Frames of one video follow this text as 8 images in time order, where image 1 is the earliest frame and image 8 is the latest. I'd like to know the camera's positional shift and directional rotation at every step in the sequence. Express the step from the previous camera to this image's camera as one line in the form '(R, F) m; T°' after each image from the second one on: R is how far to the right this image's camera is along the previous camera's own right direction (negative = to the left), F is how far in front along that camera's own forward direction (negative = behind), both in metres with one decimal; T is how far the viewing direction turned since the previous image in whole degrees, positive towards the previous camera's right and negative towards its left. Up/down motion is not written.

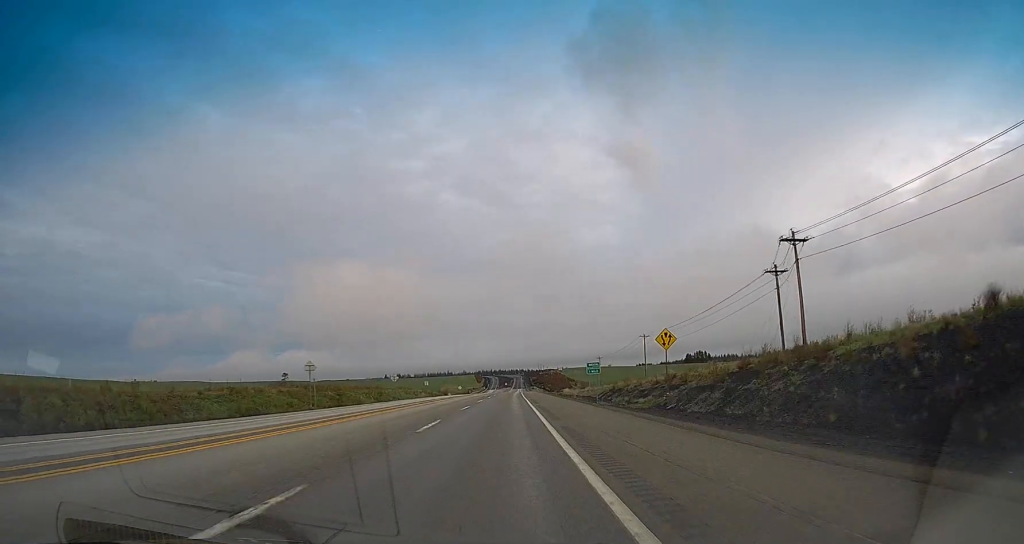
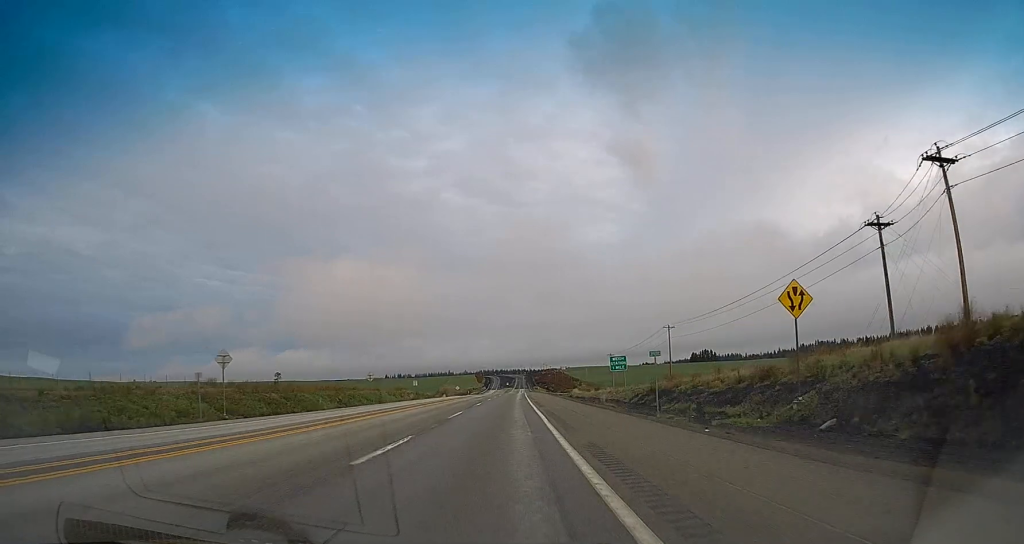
(-0.1, +22.6) m; 0°
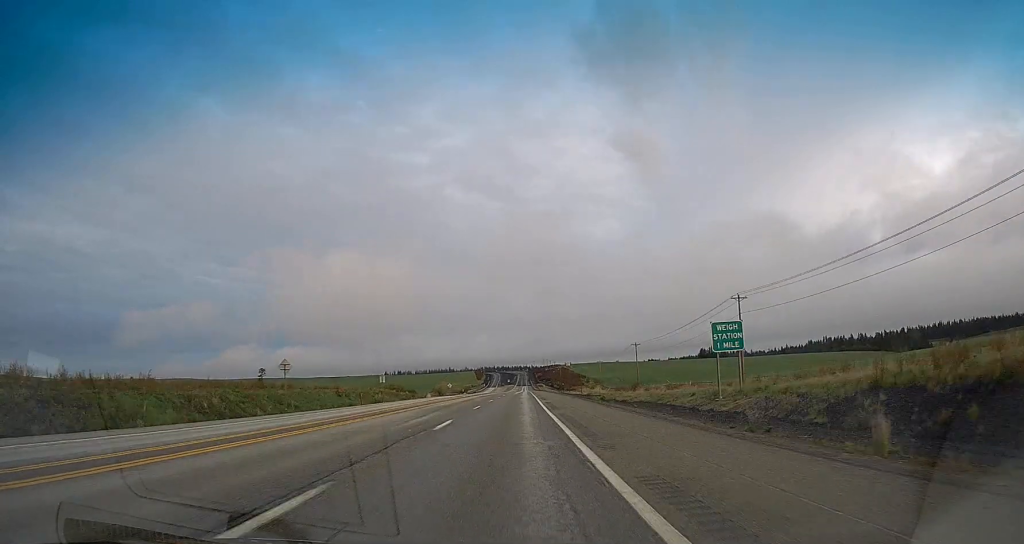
(+0.5, +40.4) m; 0°
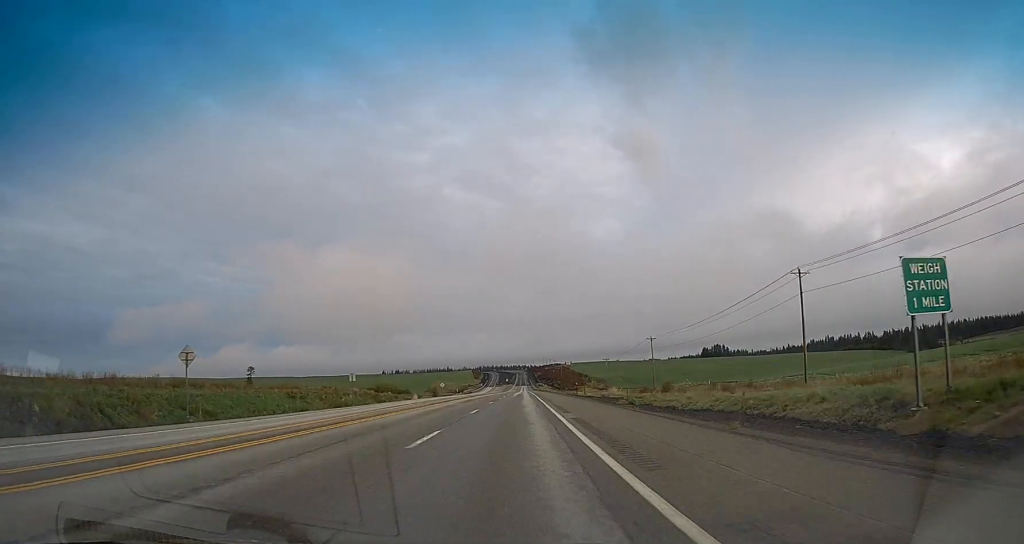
(0.0, +20.7) m; 0°
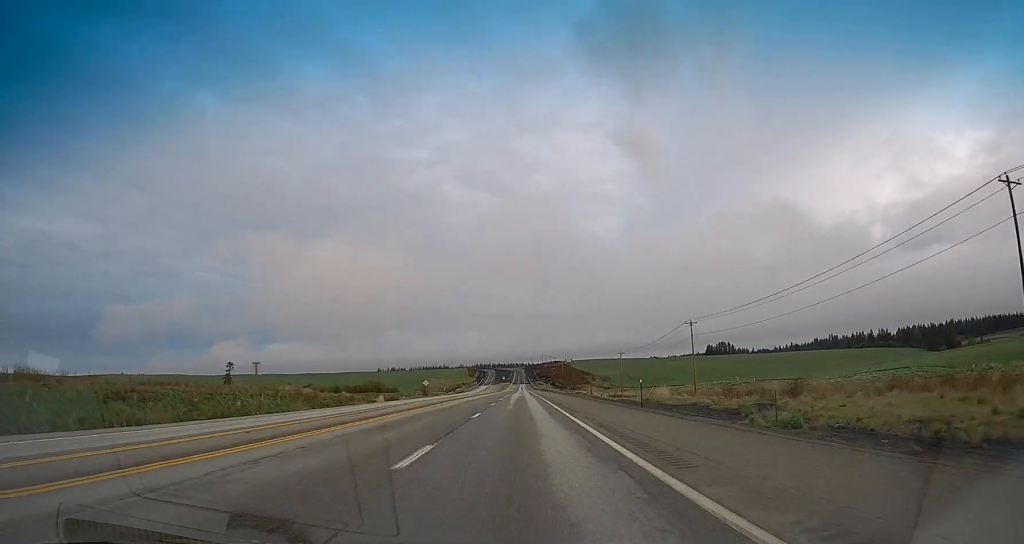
(-0.2, +35.4) m; 0°
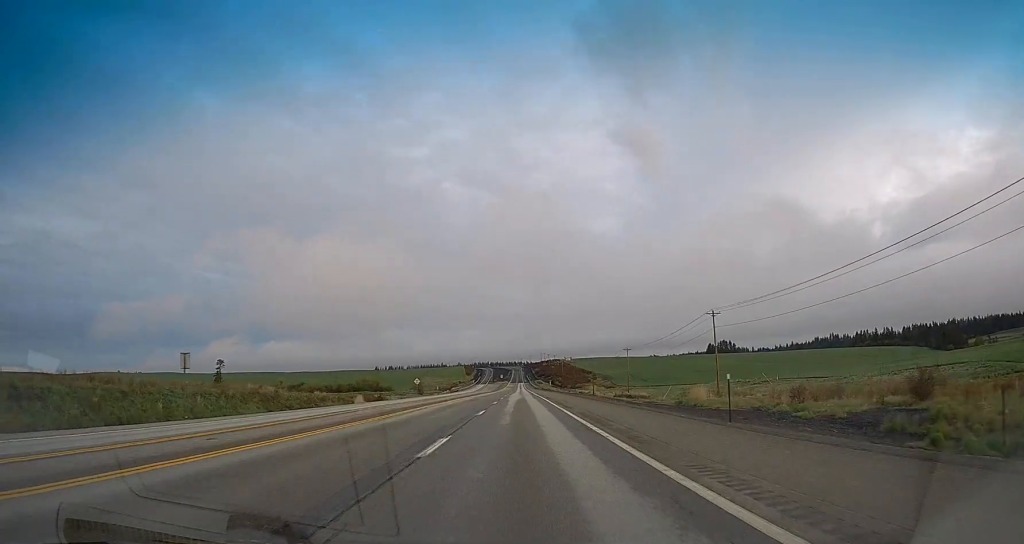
(+0.2, +13.8) m; 0°
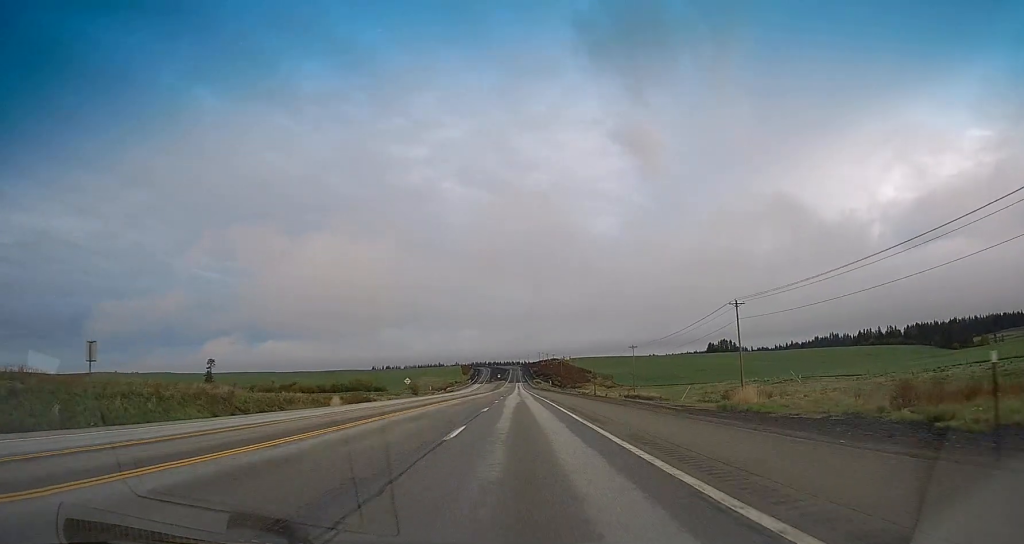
(-0.1, +11.8) m; 0°
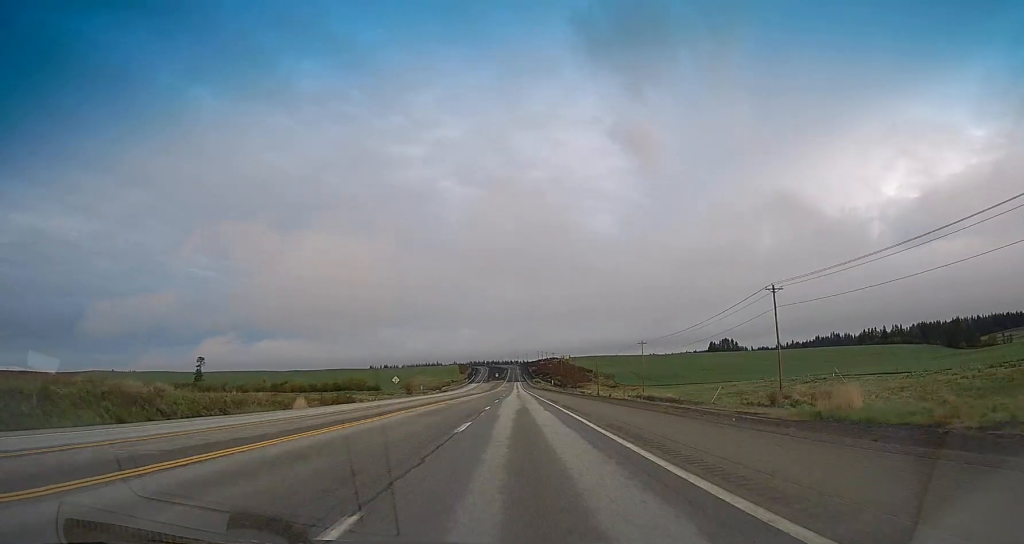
(-0.1, +13.7) m; 0°
